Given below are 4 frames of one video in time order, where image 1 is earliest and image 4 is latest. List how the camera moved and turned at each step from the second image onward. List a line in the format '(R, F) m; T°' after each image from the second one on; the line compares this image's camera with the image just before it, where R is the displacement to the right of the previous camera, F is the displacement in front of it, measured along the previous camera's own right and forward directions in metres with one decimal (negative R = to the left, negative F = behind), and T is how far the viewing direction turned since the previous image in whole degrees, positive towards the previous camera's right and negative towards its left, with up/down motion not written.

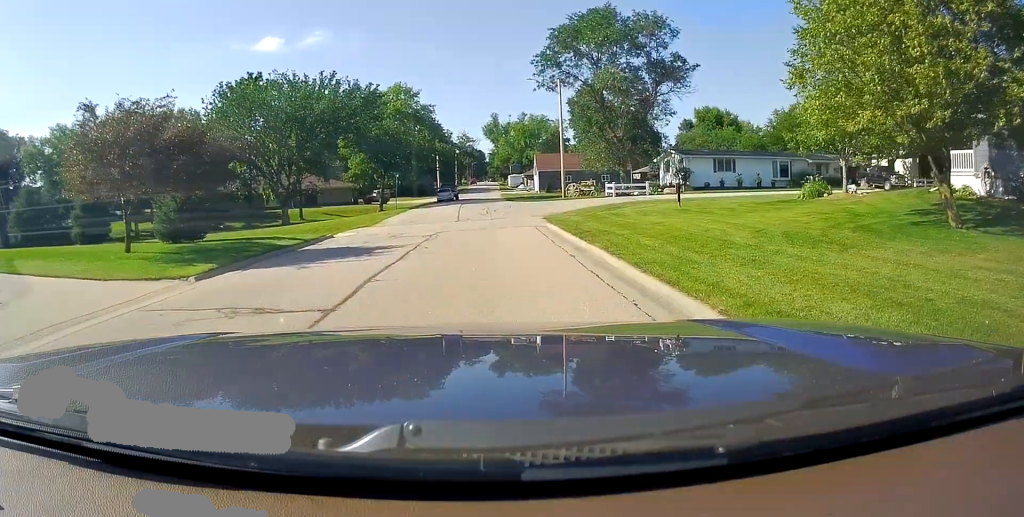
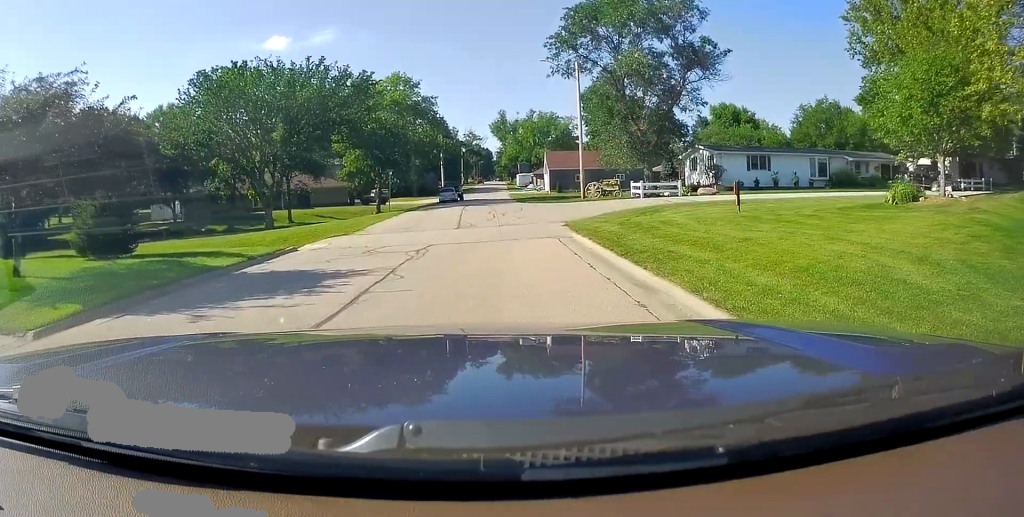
(0.0, +5.8) m; 0°
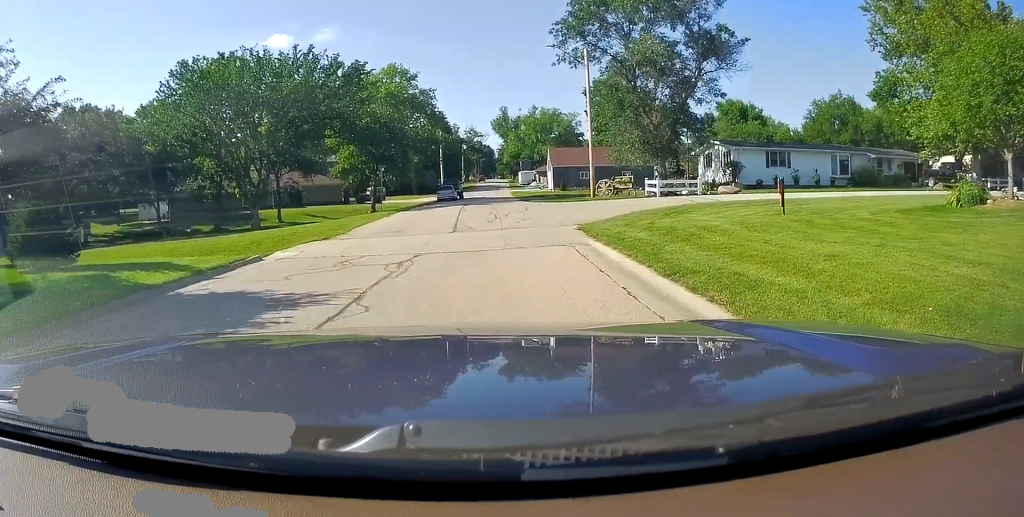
(0.0, +3.4) m; 0°
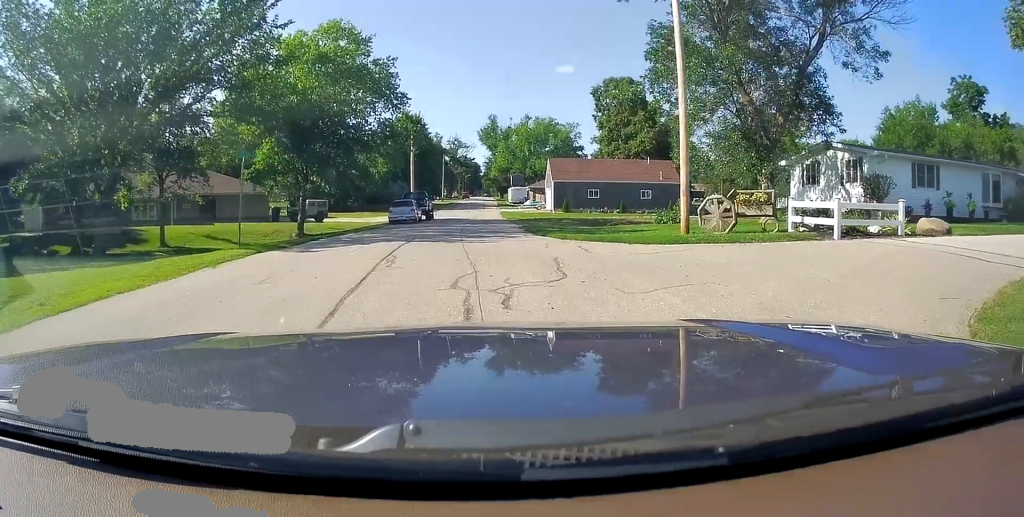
(0.0, +21.0) m; +1°
